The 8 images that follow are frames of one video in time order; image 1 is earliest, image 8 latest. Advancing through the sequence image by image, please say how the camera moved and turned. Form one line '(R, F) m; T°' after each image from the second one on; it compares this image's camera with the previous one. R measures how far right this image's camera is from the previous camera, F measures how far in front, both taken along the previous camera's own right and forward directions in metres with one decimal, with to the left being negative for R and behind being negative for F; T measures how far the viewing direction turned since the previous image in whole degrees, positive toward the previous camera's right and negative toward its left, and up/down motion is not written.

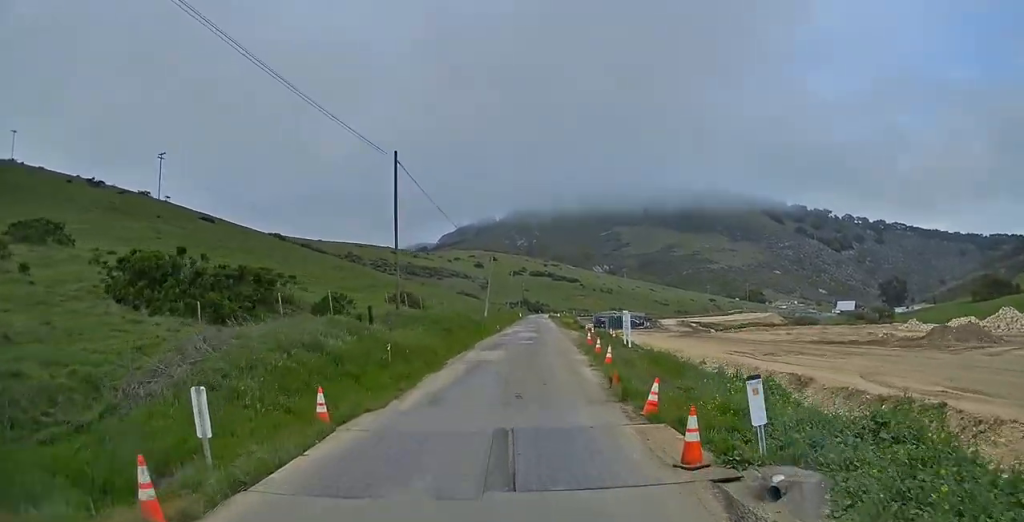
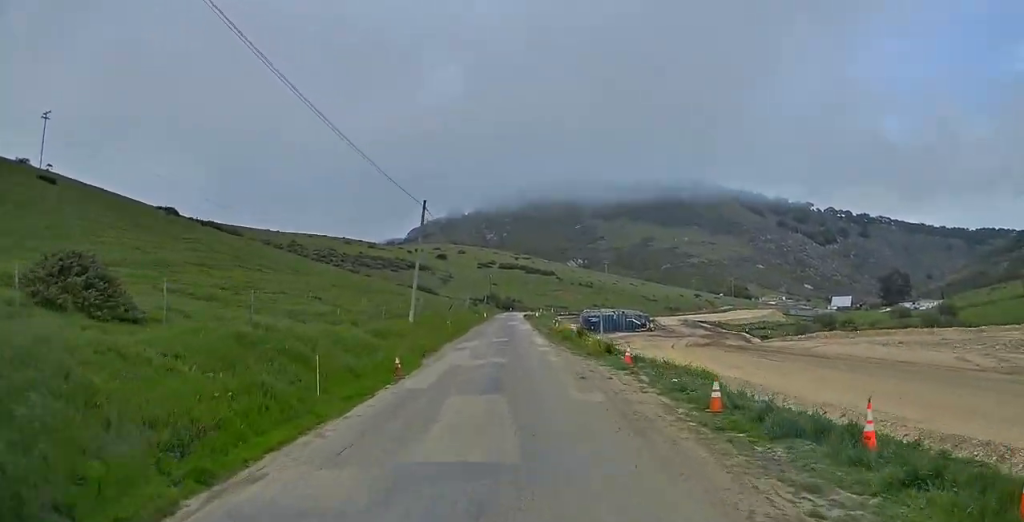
(+0.6, +34.5) m; +3°
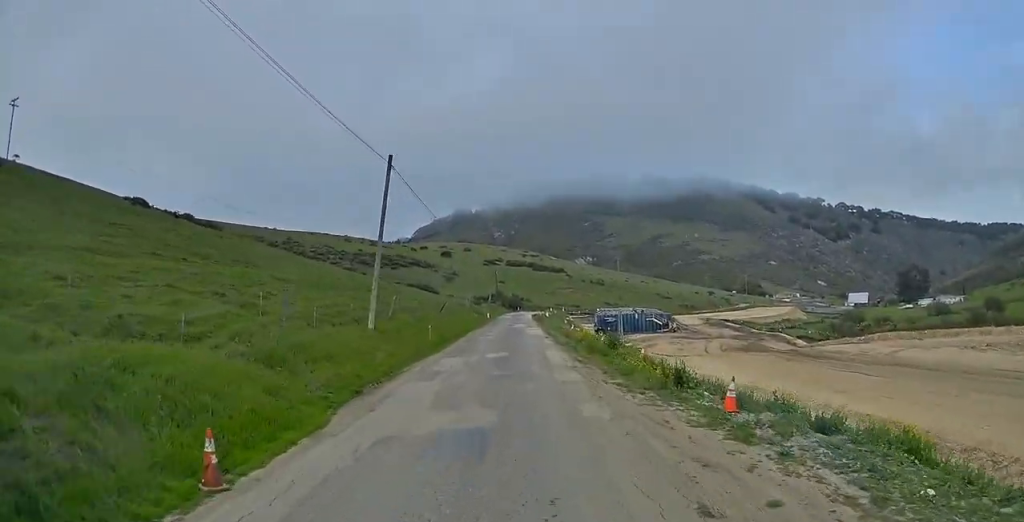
(+0.2, +11.5) m; +1°
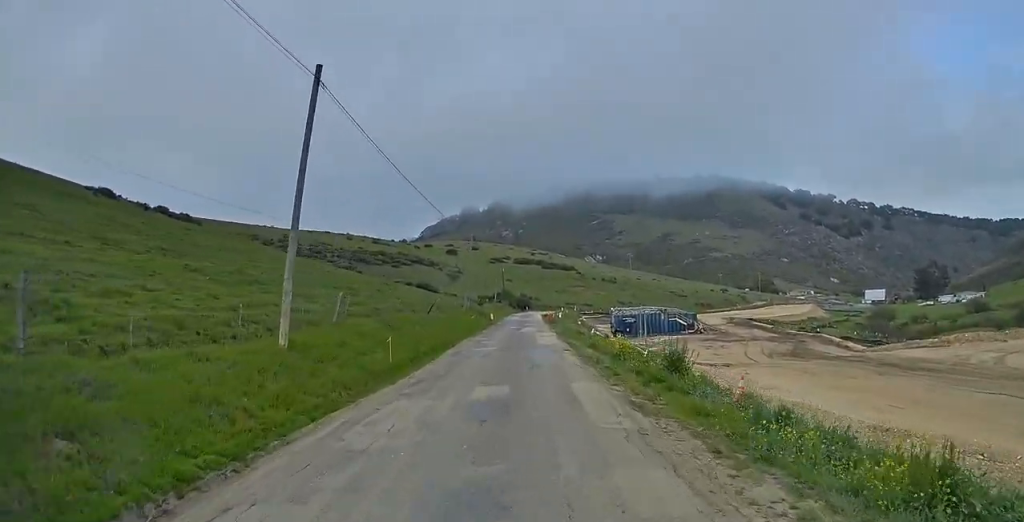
(+0.1, +10.6) m; -1°
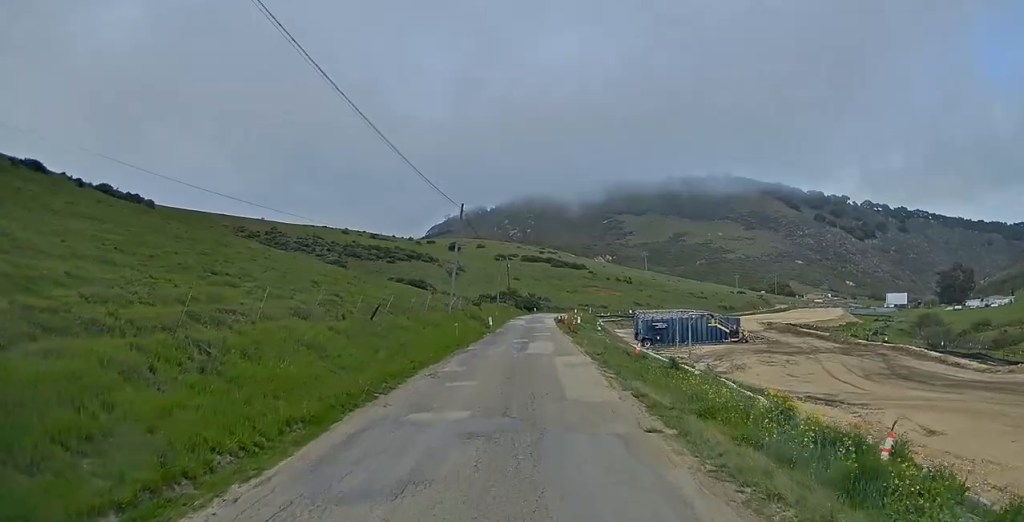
(-0.4, +16.8) m; -3°
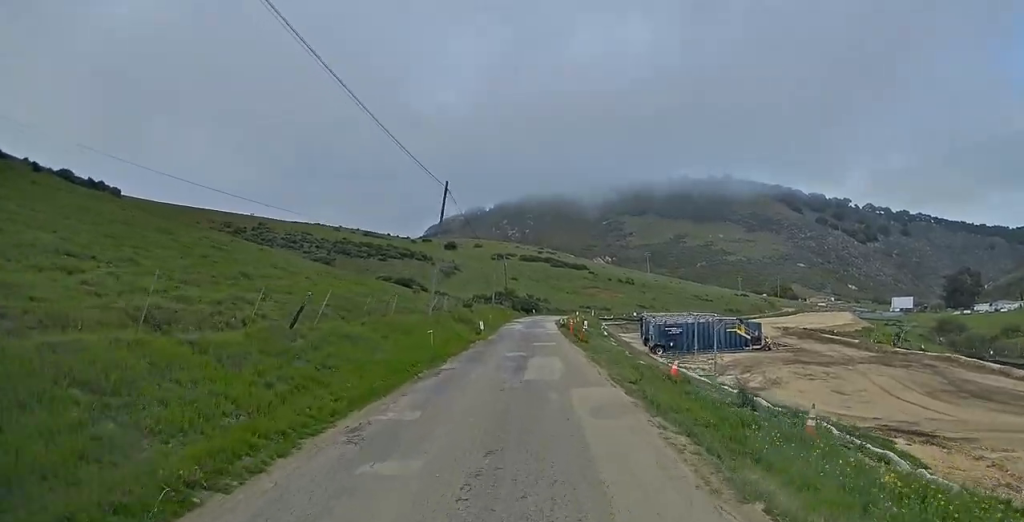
(-0.2, +8.0) m; -1°
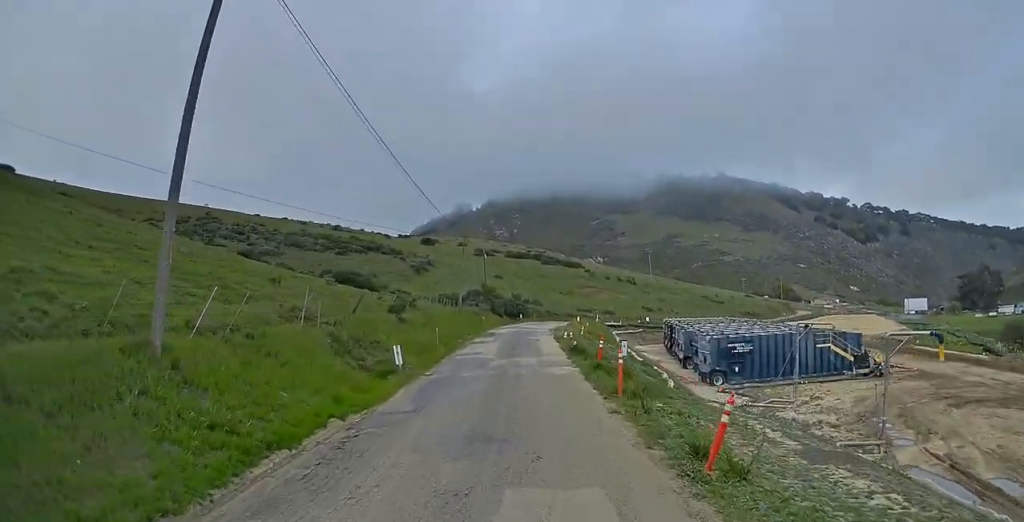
(+1.6, +24.6) m; +5°
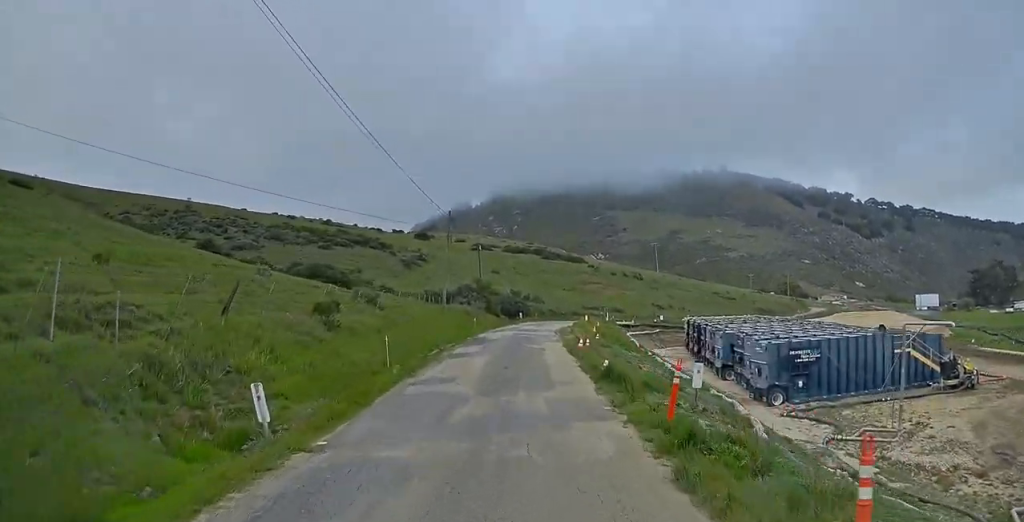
(0.0, +10.4) m; -1°
